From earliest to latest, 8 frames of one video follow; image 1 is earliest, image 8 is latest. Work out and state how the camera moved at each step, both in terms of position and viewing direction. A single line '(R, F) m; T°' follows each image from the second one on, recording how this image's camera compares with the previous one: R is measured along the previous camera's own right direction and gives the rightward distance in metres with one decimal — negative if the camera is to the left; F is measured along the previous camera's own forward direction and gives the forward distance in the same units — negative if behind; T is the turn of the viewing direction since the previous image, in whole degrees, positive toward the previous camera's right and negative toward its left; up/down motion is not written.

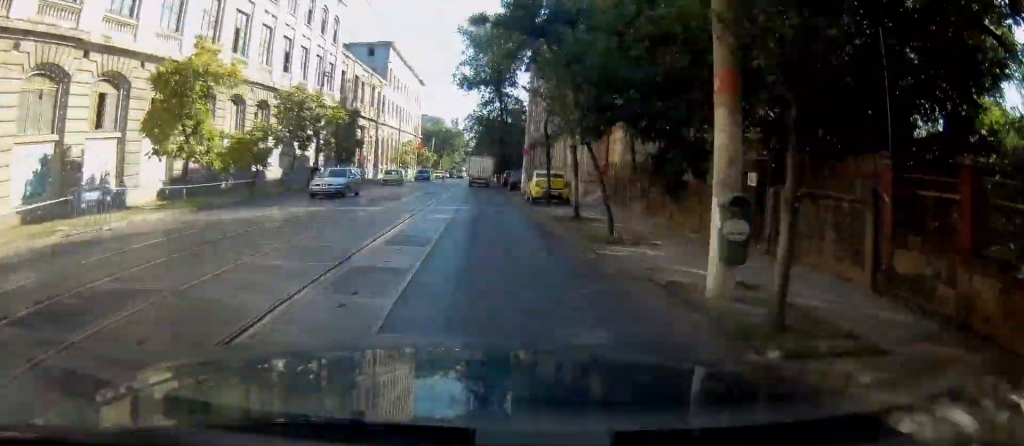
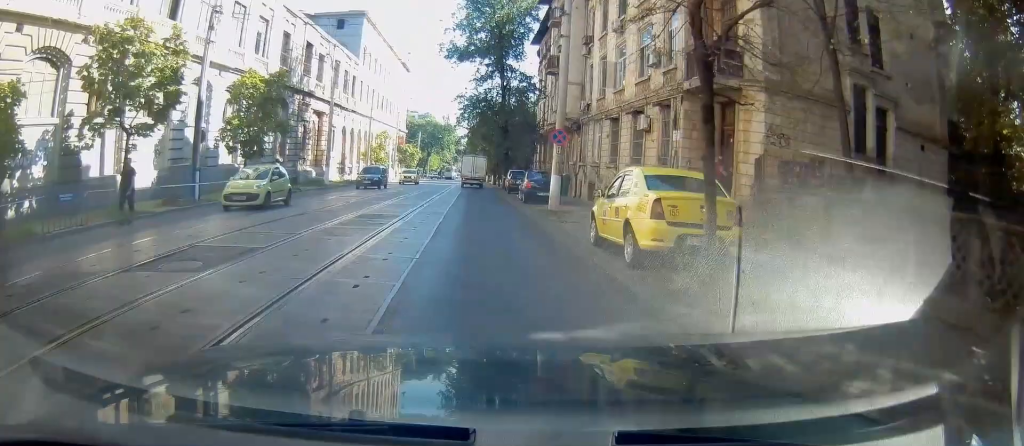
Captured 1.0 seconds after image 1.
(-0.4, +16.9) m; -1°
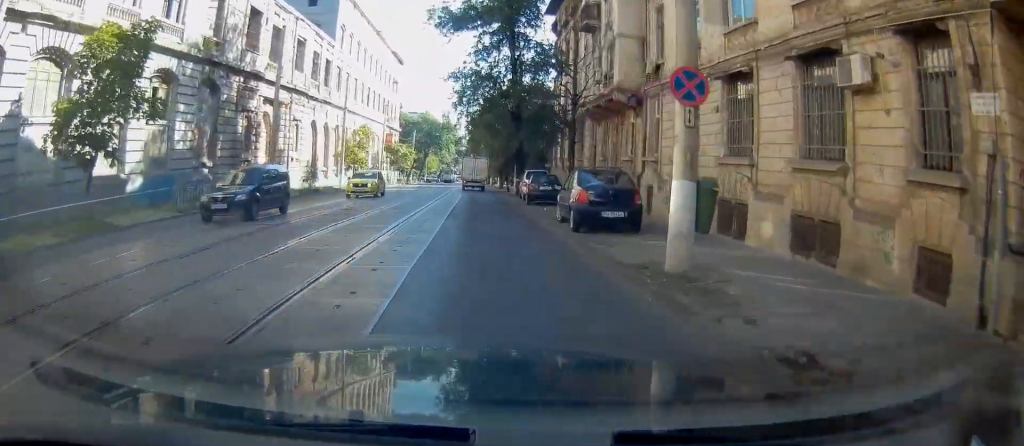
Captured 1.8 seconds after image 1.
(+0.1, +12.7) m; 0°
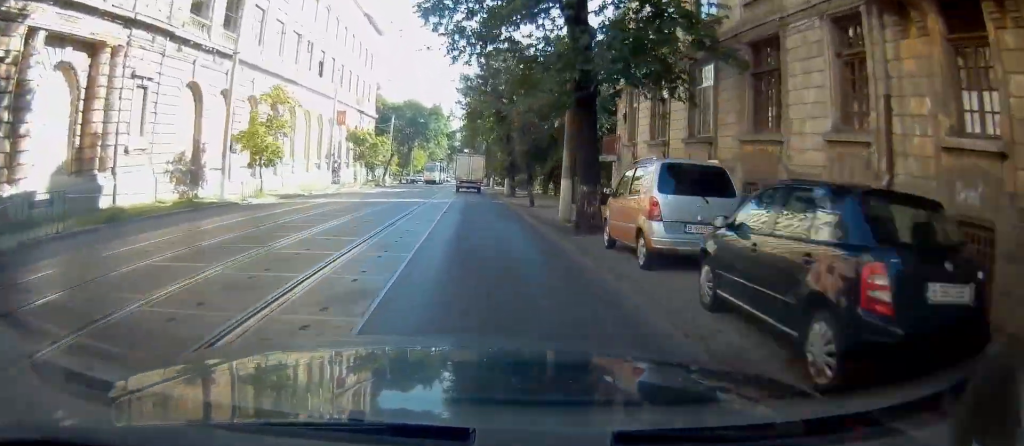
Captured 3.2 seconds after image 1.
(-0.1, +22.6) m; 0°
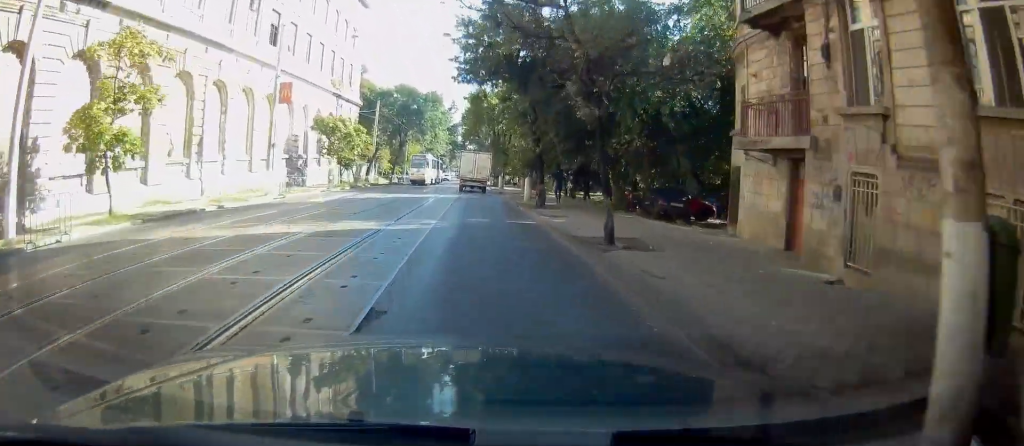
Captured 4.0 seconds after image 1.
(+0.1, +14.3) m; 0°
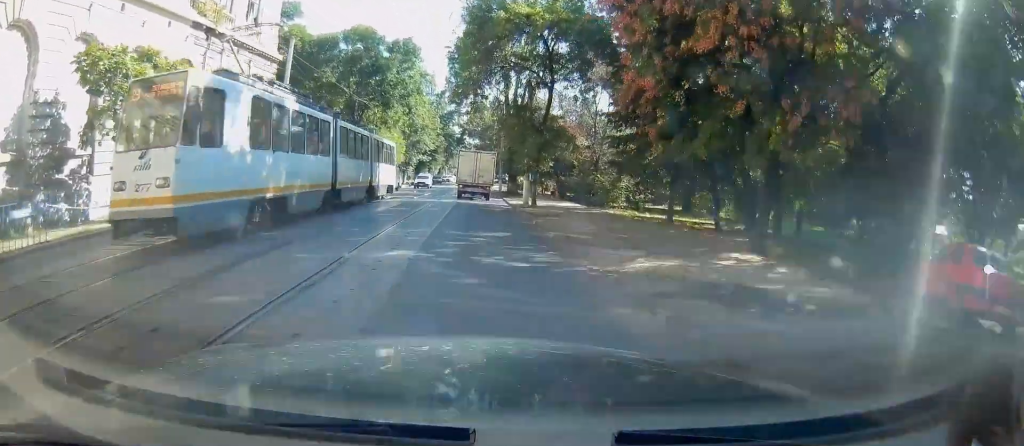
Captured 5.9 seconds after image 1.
(+0.4, +30.4) m; +2°
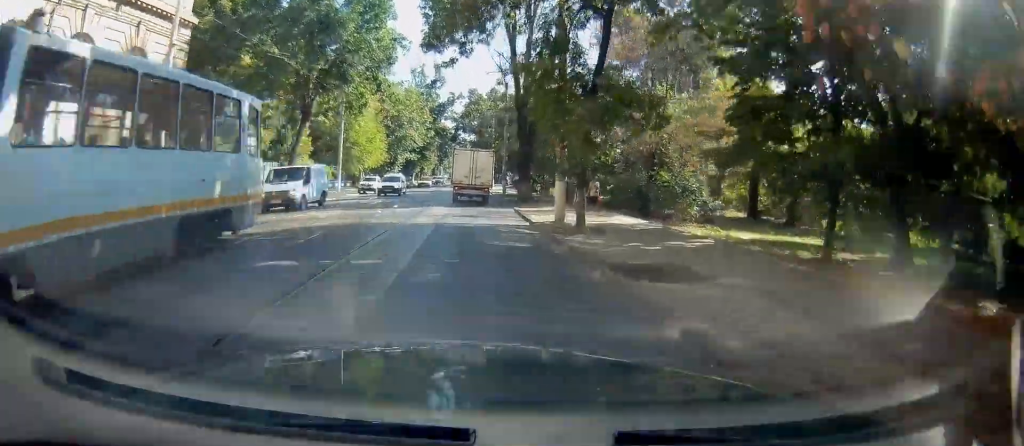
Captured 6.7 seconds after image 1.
(0.0, +13.1) m; +1°
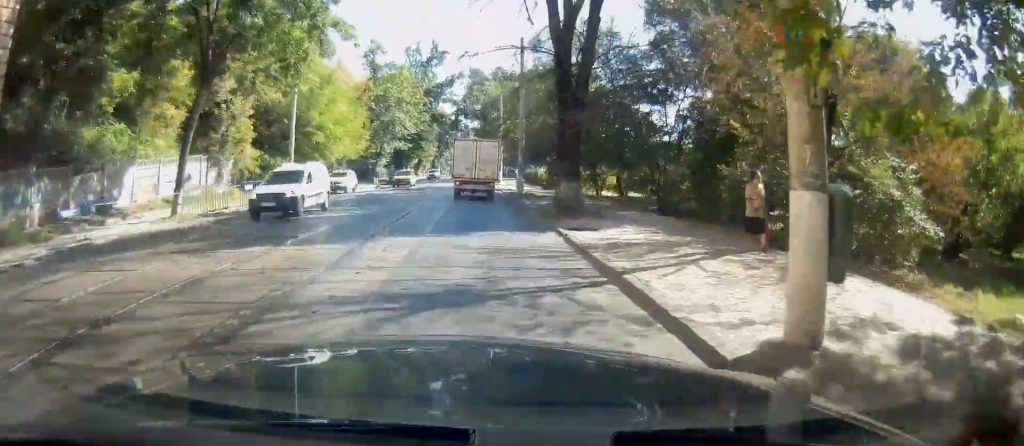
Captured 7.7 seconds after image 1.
(+0.1, +13.9) m; -1°
